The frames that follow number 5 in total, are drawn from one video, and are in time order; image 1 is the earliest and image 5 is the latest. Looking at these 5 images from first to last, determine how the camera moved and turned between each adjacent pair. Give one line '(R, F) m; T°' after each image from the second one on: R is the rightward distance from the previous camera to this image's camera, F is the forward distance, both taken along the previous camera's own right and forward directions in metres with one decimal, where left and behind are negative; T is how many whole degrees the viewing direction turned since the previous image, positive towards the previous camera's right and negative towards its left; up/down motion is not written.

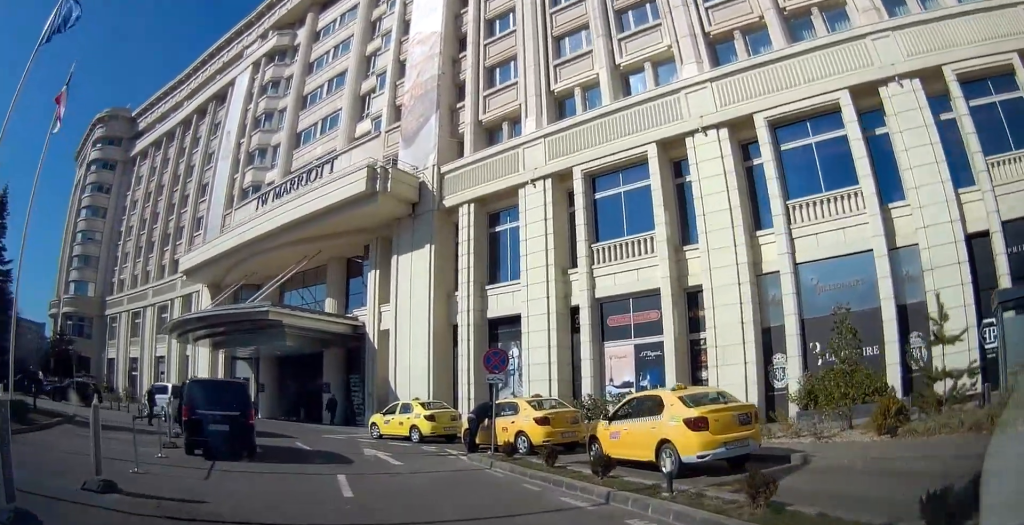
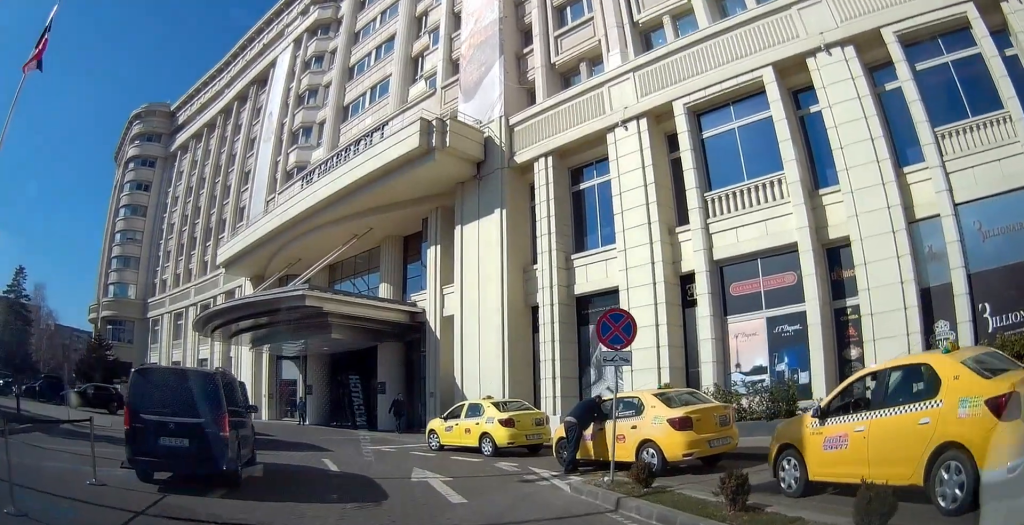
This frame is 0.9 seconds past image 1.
(-0.4, +4.4) m; -9°
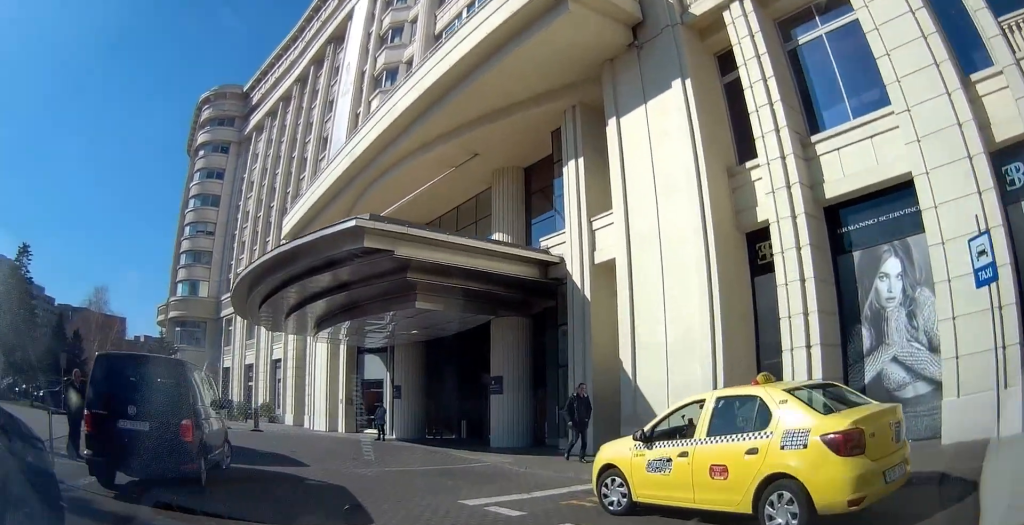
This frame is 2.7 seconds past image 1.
(-1.1, +9.3) m; -12°
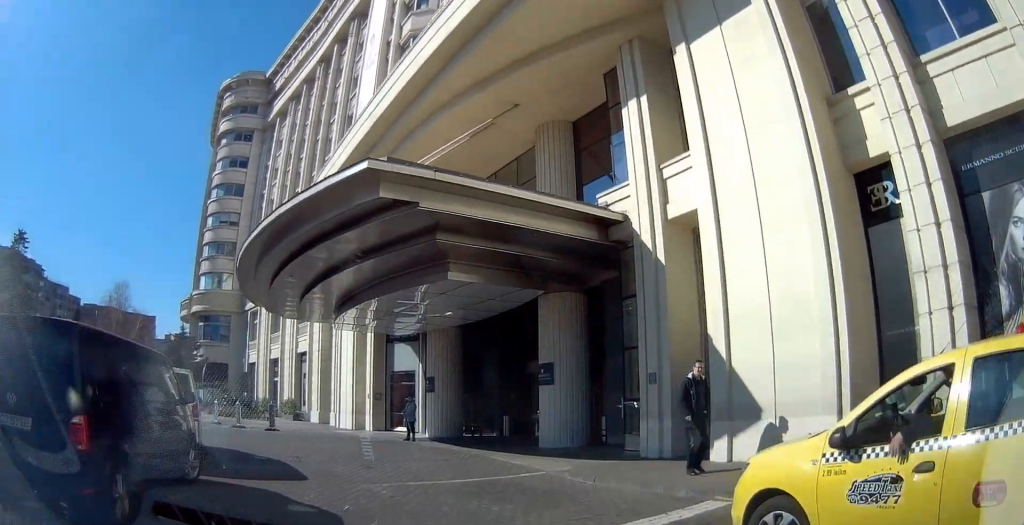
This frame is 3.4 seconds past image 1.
(0.0, +3.2) m; -4°
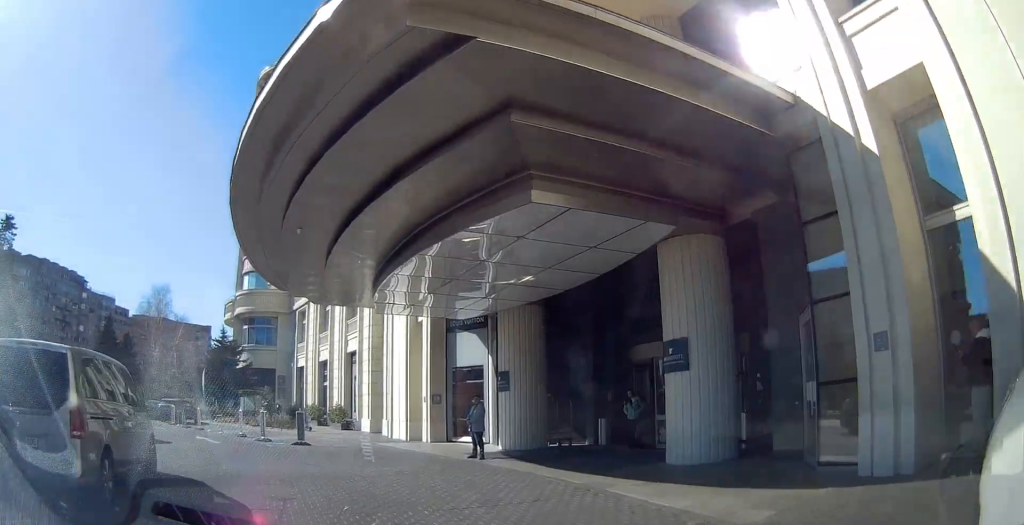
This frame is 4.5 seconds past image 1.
(-0.4, +5.6) m; -2°
